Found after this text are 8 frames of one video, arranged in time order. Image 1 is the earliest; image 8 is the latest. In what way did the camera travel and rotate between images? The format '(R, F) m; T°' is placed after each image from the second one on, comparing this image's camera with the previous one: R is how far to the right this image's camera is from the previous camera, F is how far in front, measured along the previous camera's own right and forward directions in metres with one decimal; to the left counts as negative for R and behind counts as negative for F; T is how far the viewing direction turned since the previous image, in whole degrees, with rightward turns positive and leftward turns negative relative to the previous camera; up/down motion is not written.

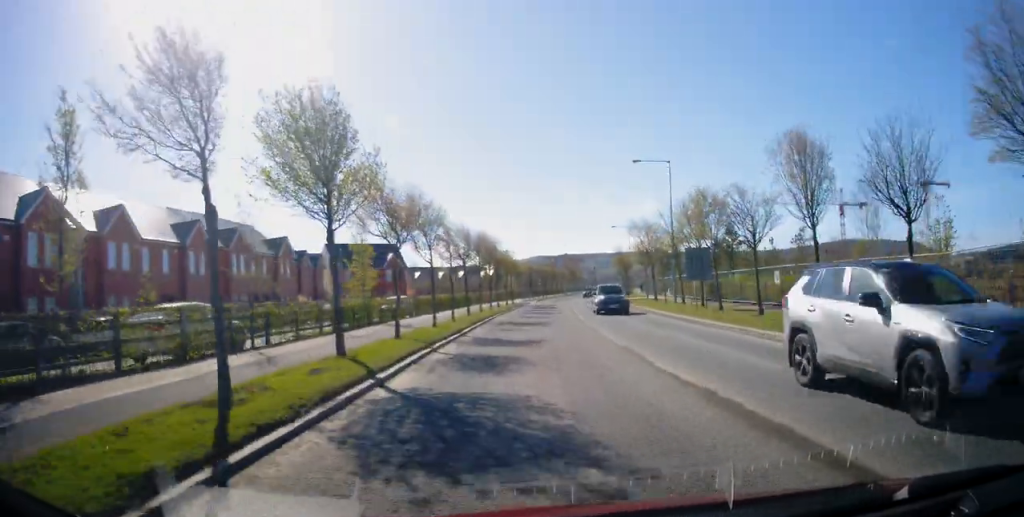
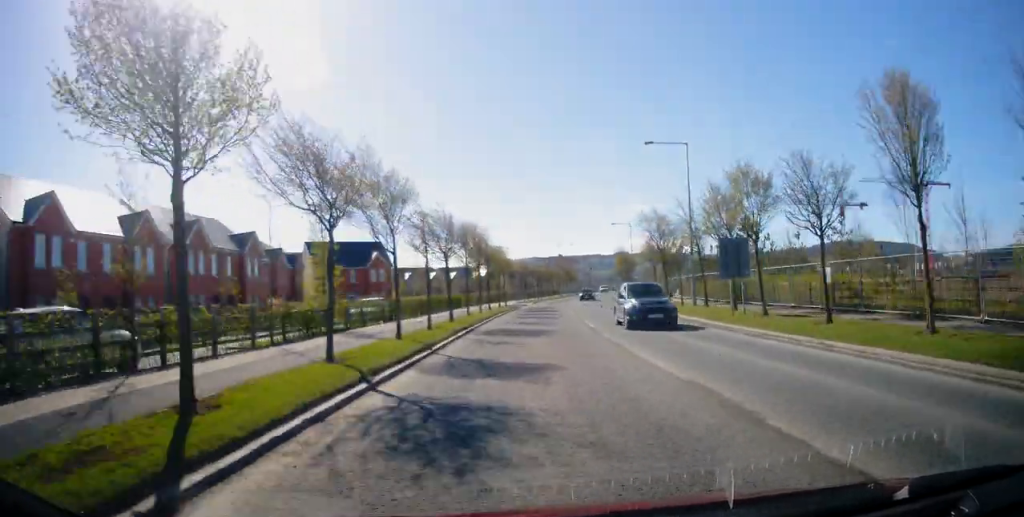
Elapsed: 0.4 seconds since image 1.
(+1.2, +5.5) m; -3°
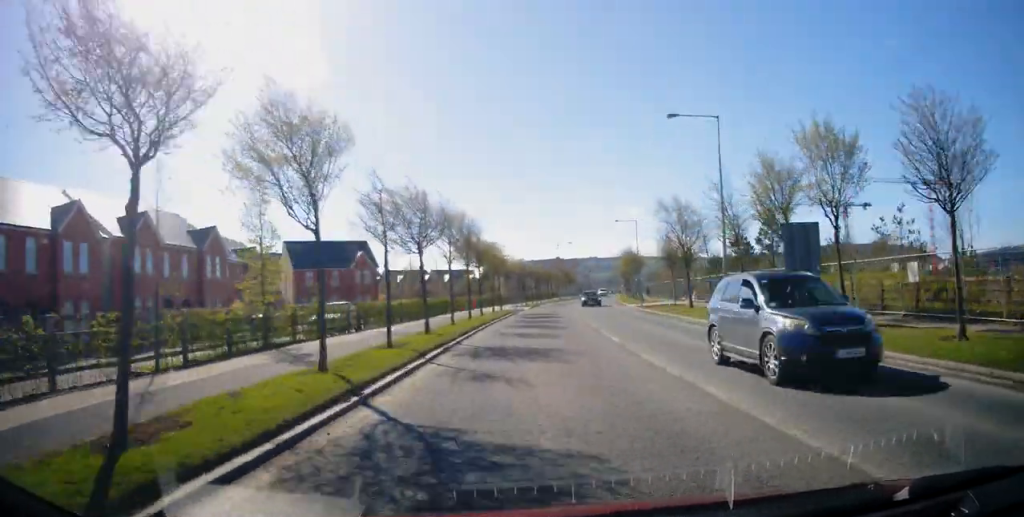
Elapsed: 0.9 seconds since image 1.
(-1.1, +6.1) m; -3°
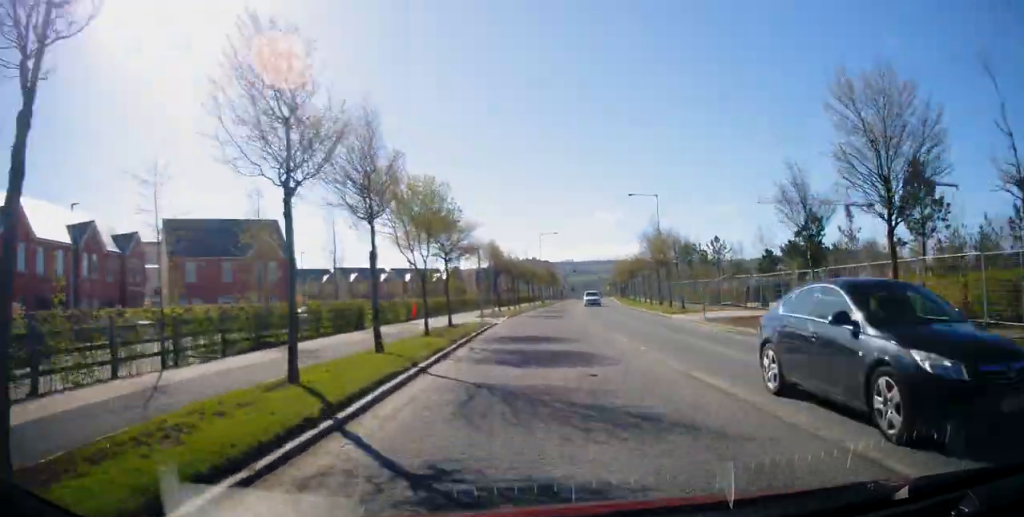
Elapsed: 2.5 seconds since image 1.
(-1.0, +22.4) m; +4°
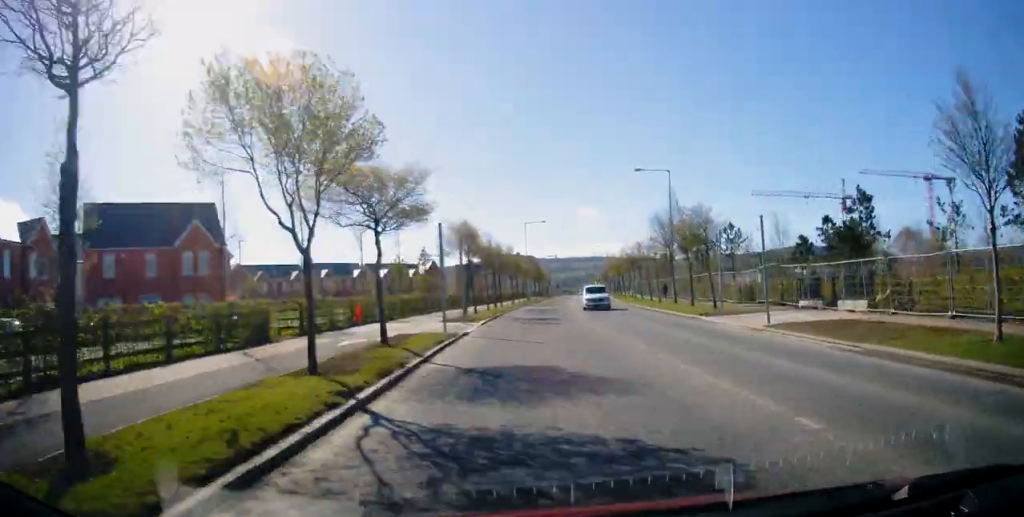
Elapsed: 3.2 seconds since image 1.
(+0.2, +9.4) m; +2°
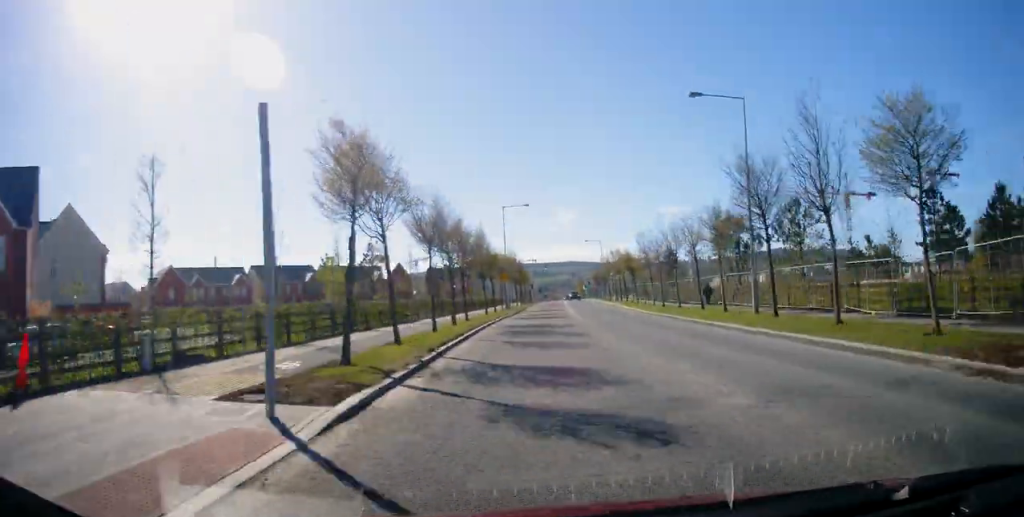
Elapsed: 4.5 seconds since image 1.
(+0.6, +18.5) m; +3°
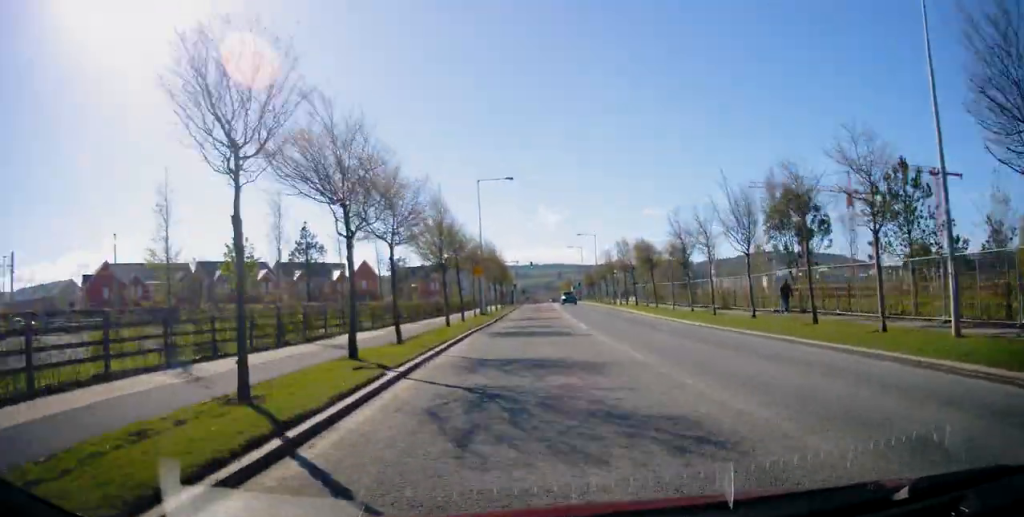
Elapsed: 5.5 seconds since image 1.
(0.0, +14.2) m; 0°
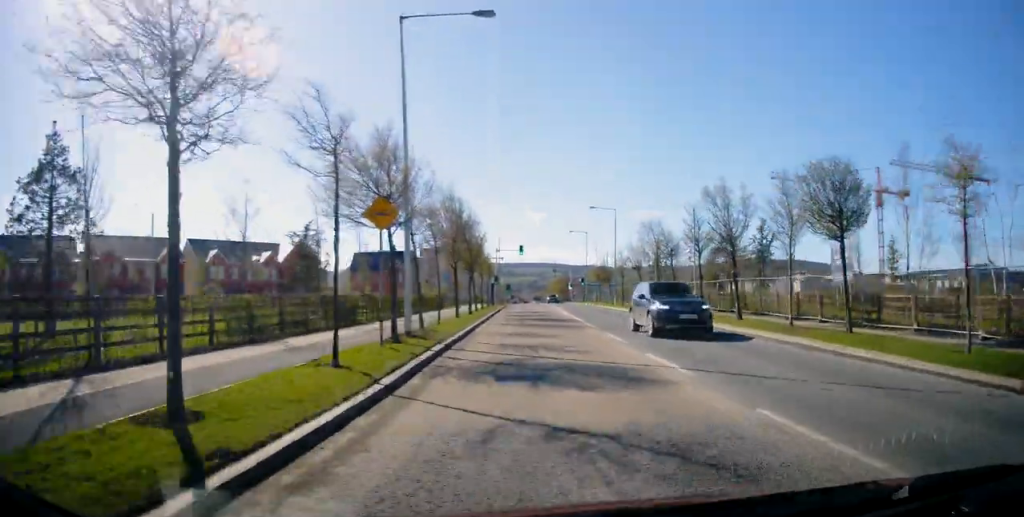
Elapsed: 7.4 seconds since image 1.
(+0.6, +26.3) m; +4°
